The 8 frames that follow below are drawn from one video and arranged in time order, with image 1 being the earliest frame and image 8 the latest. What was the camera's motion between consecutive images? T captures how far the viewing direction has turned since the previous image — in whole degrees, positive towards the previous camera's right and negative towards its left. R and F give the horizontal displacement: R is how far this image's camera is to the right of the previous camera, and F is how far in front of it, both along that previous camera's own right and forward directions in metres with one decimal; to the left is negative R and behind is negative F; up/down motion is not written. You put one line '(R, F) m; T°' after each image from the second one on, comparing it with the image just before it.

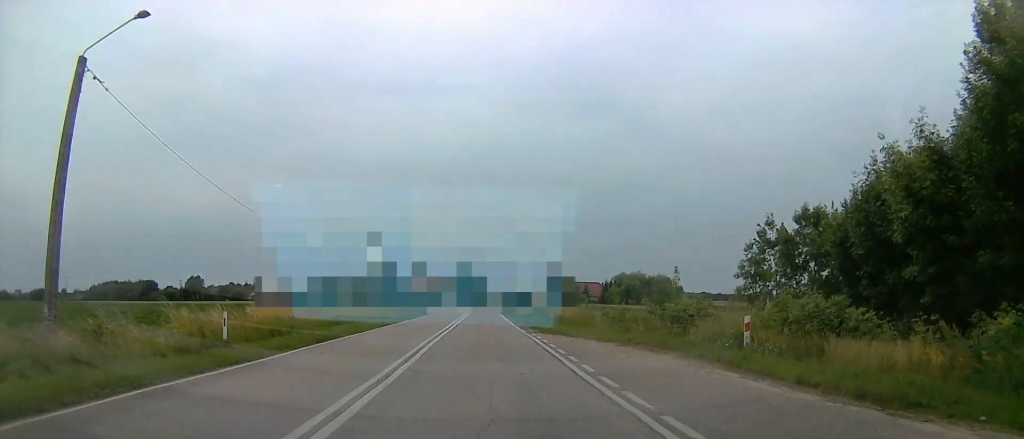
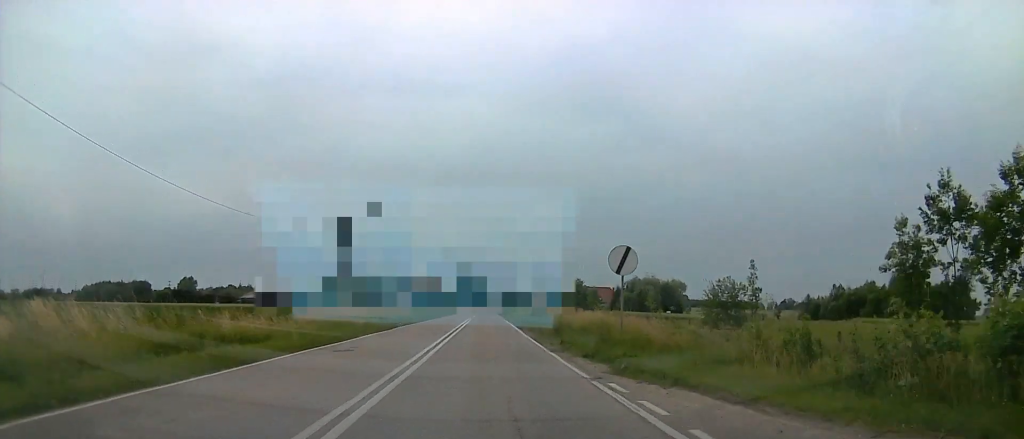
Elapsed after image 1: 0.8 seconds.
(-0.9, +14.8) m; -1°
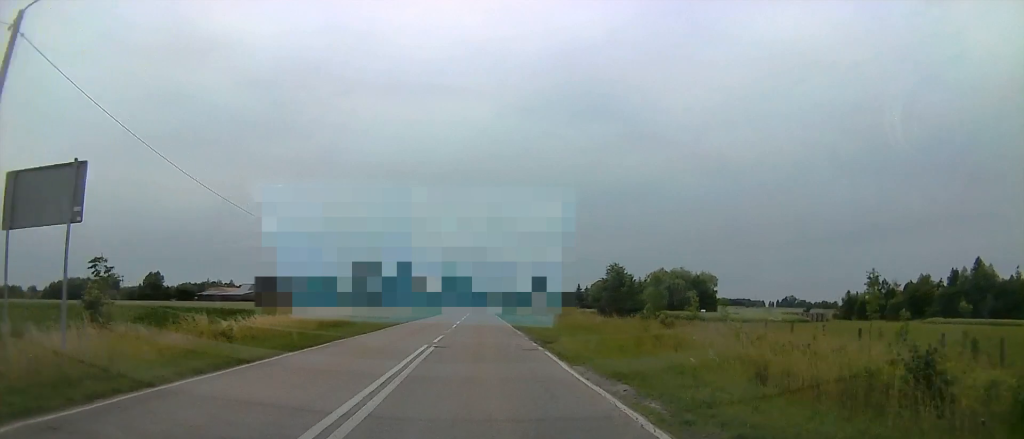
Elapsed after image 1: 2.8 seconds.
(+1.9, +36.0) m; +2°
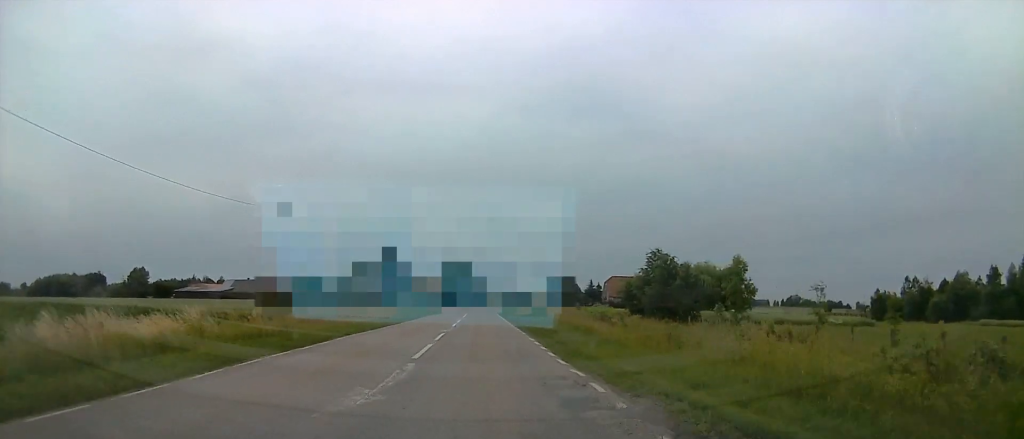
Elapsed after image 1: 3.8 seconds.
(-1.0, +18.3) m; -2°
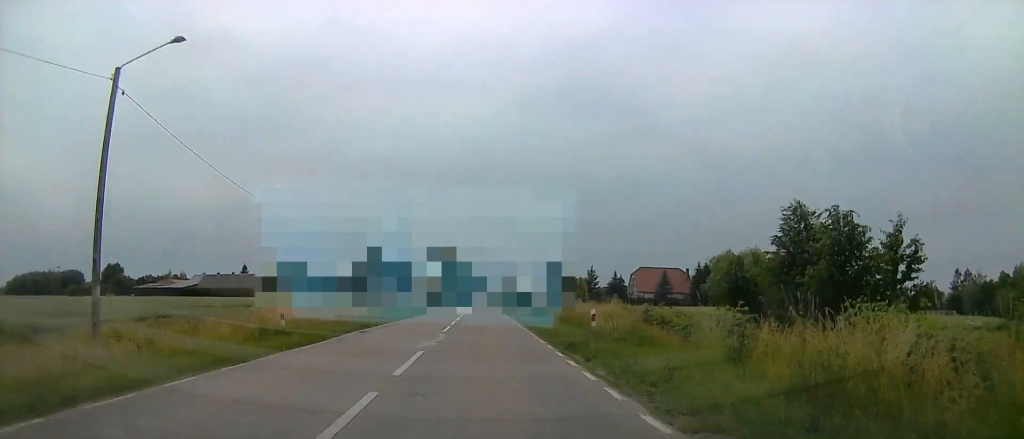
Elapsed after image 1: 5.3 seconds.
(+1.0, +26.7) m; +4°
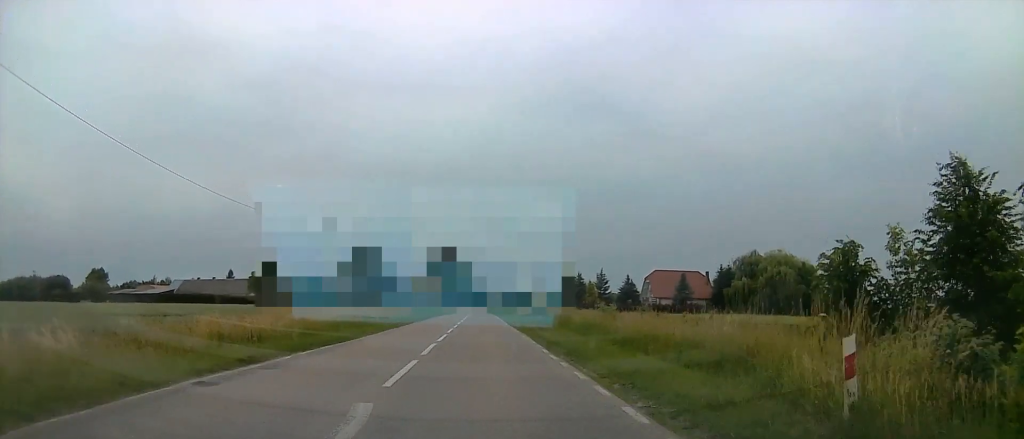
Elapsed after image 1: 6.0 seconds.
(+0.1, +13.2) m; -3°
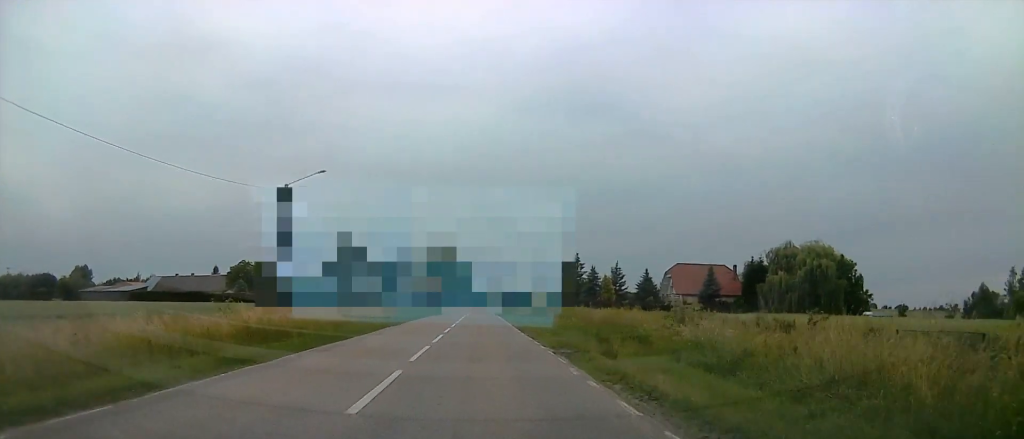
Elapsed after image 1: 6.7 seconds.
(-0.7, +13.8) m; -1°
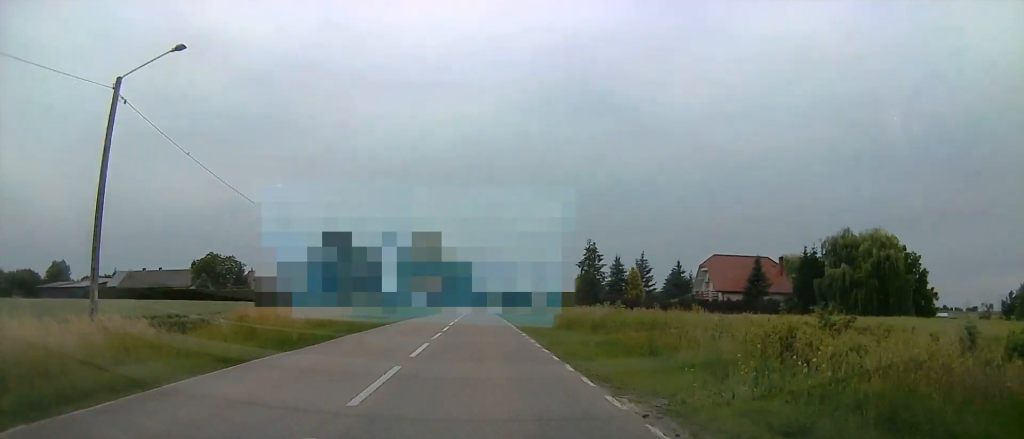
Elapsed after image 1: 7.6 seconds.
(-0.1, +17.7) m; +2°
